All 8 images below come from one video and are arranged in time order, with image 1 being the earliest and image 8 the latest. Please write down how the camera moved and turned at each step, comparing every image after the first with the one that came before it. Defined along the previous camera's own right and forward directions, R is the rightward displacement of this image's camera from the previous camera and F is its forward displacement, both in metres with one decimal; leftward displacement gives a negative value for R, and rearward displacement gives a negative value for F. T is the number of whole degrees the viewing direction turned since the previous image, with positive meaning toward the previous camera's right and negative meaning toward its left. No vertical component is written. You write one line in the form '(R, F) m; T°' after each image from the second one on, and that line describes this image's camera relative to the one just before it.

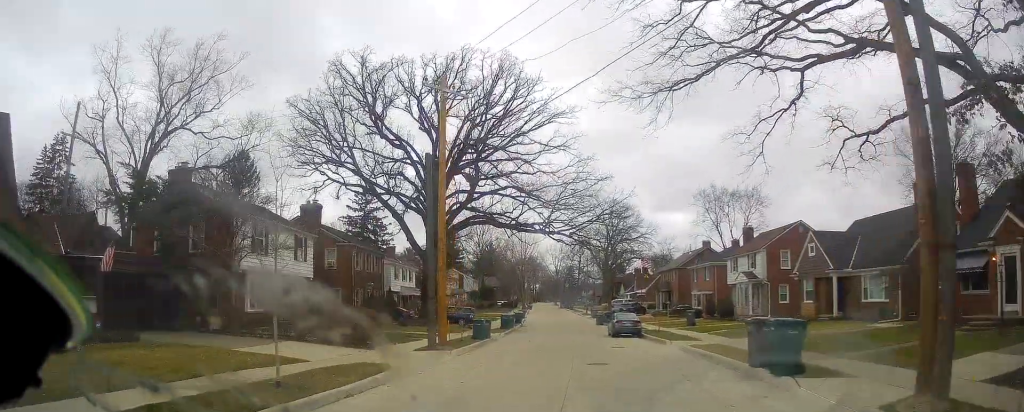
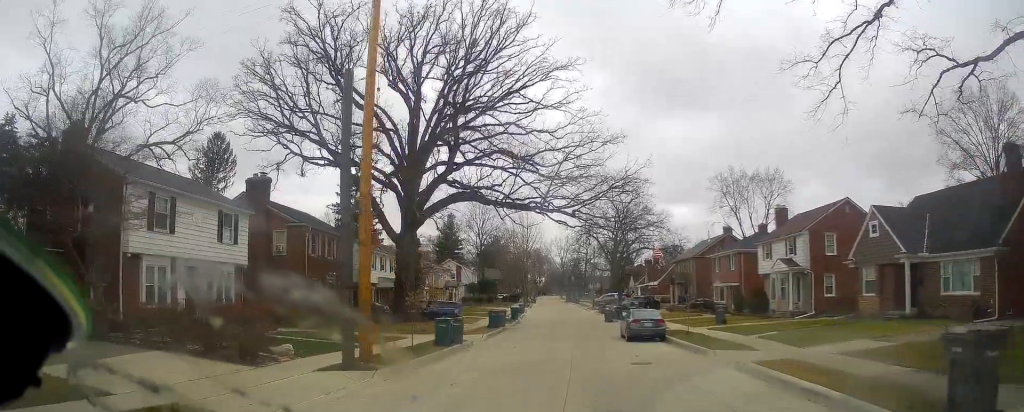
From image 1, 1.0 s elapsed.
(+0.4, +7.7) m; +3°
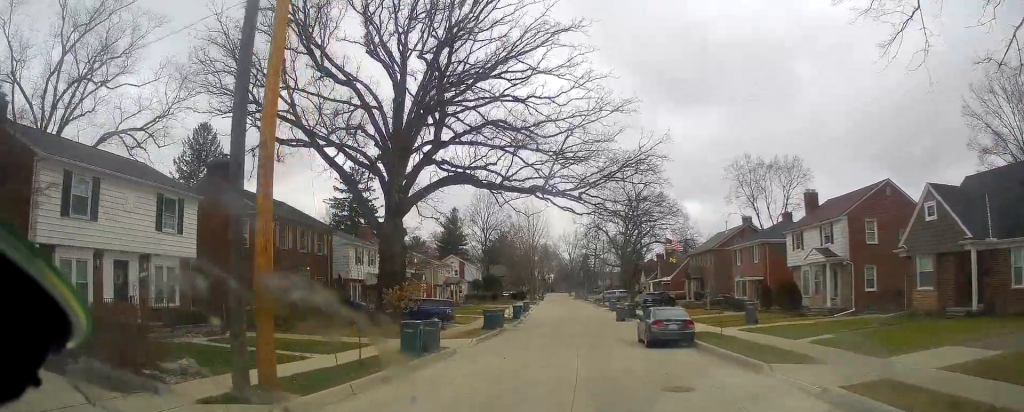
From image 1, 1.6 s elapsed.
(+0.5, +4.6) m; 0°
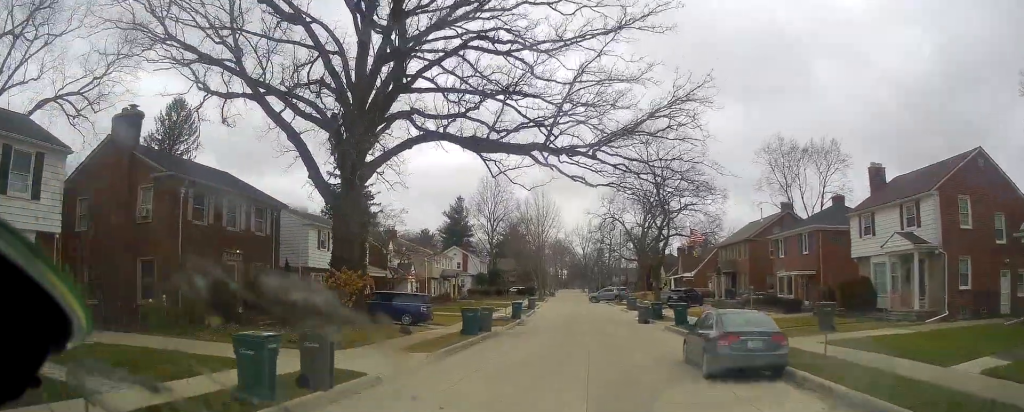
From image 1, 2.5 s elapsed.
(-0.8, +8.9) m; -5°
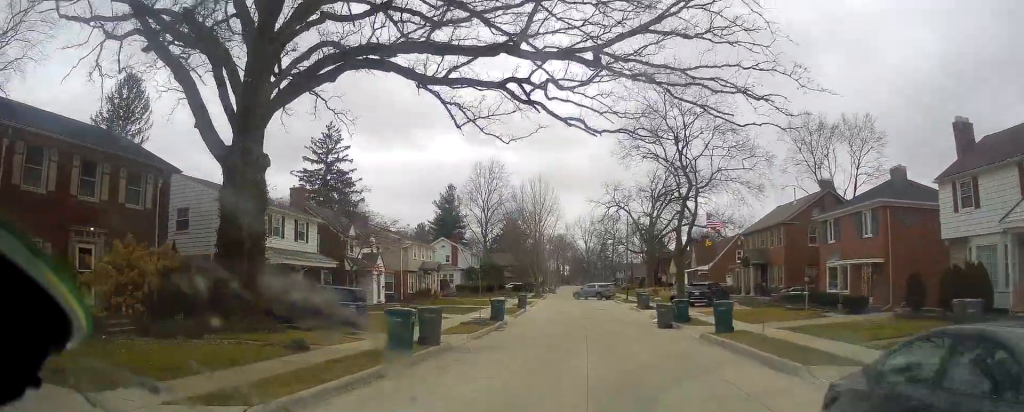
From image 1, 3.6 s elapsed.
(0.0, +10.1) m; +2°
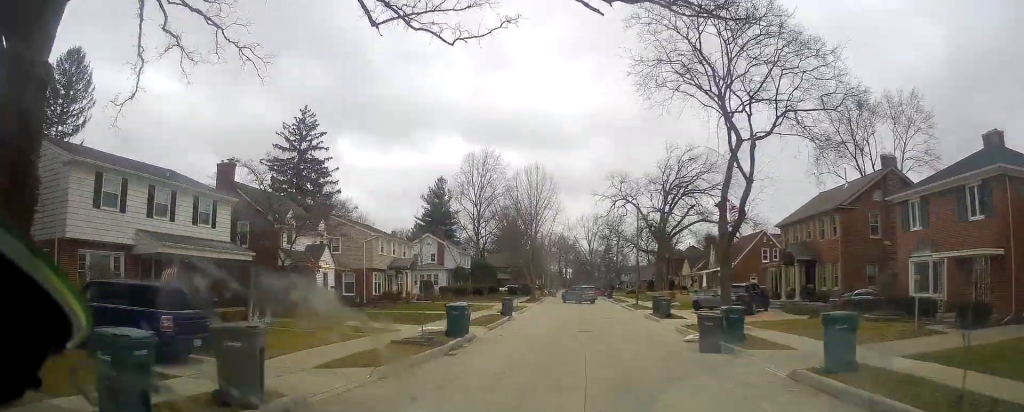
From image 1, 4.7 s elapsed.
(+0.4, +10.7) m; 0°
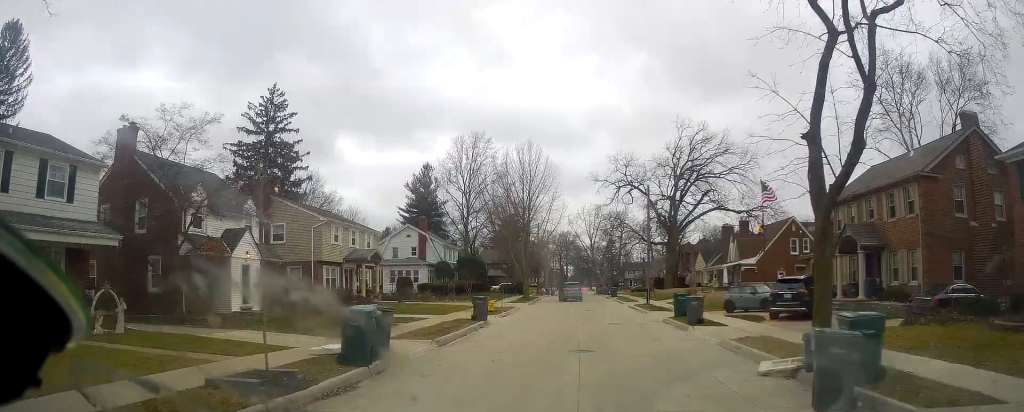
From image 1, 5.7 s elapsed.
(-0.4, +9.9) m; -2°
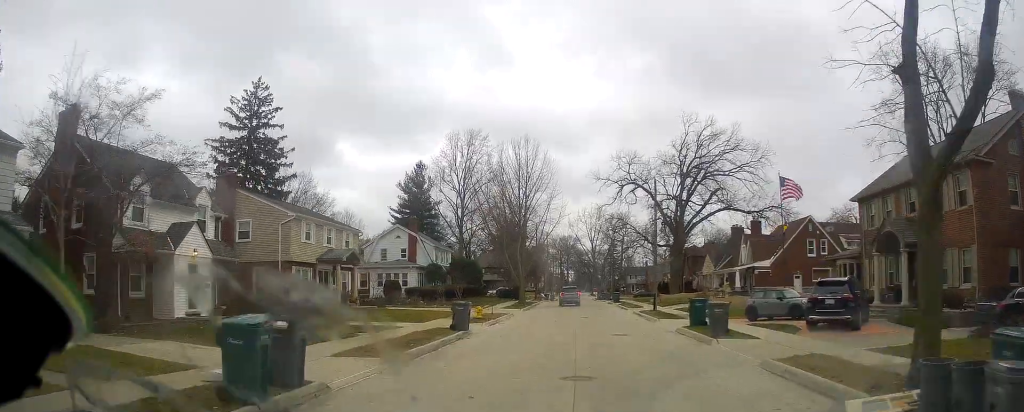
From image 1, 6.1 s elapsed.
(0.0, +4.4) m; 0°
